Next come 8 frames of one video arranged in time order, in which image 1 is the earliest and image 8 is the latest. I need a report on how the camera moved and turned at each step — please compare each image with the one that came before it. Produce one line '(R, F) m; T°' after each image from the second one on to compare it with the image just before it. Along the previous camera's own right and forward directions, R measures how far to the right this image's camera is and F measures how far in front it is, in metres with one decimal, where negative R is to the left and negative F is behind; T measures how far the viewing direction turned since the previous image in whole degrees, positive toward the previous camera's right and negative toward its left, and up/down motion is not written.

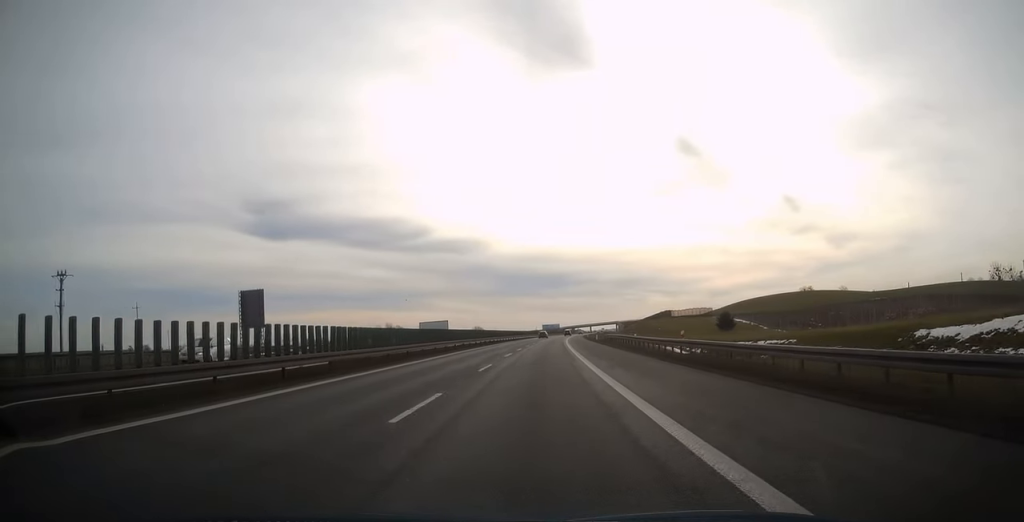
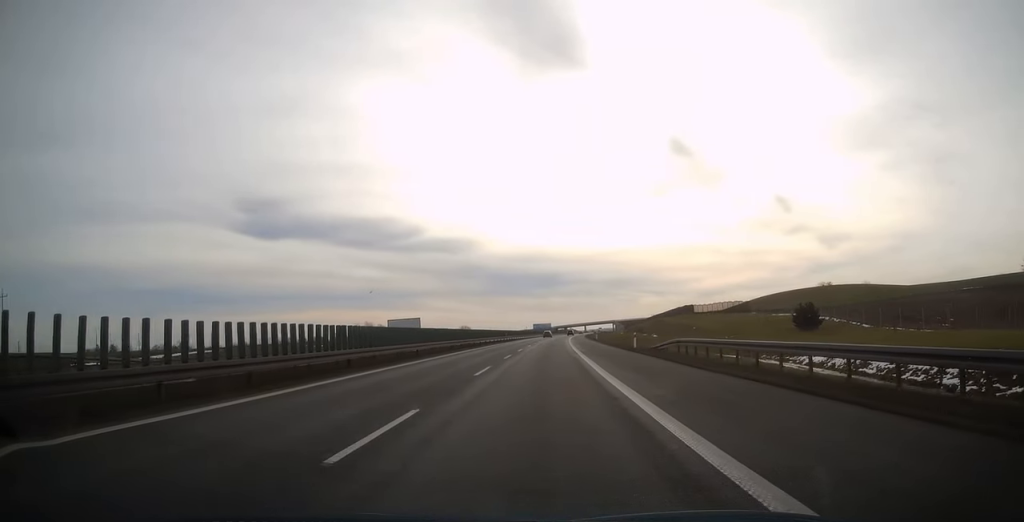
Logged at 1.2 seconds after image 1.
(+0.4, +38.3) m; +1°
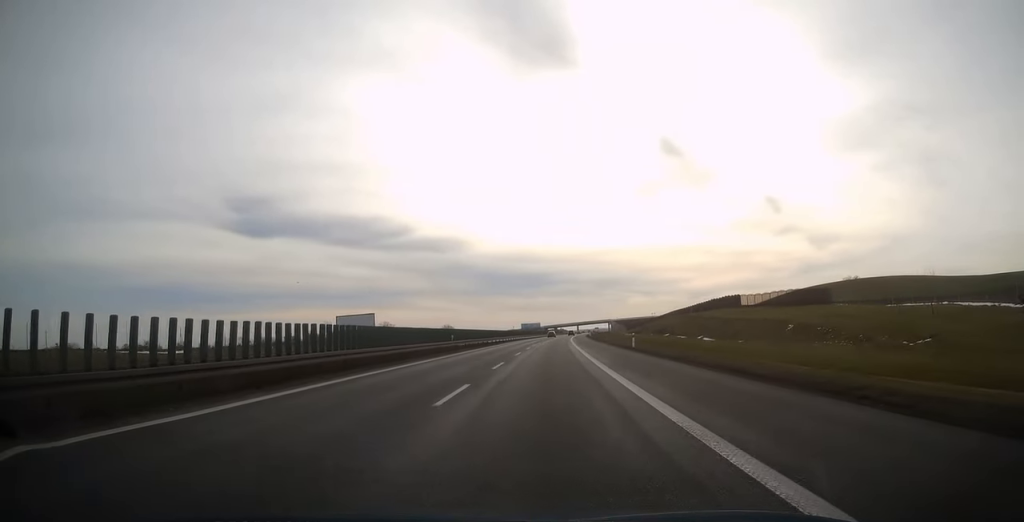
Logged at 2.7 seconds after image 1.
(+0.3, +43.3) m; +1°
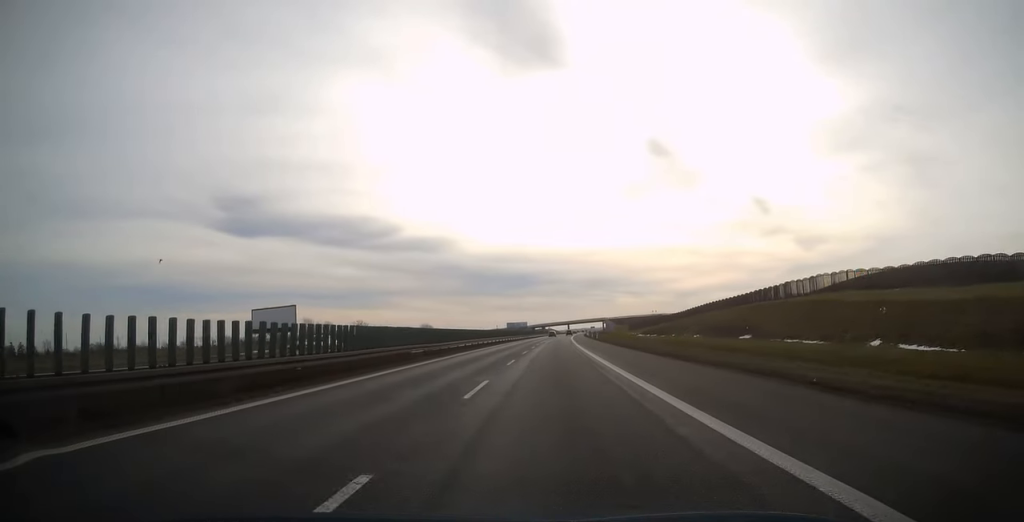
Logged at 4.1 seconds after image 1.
(+0.4, +44.9) m; +1°
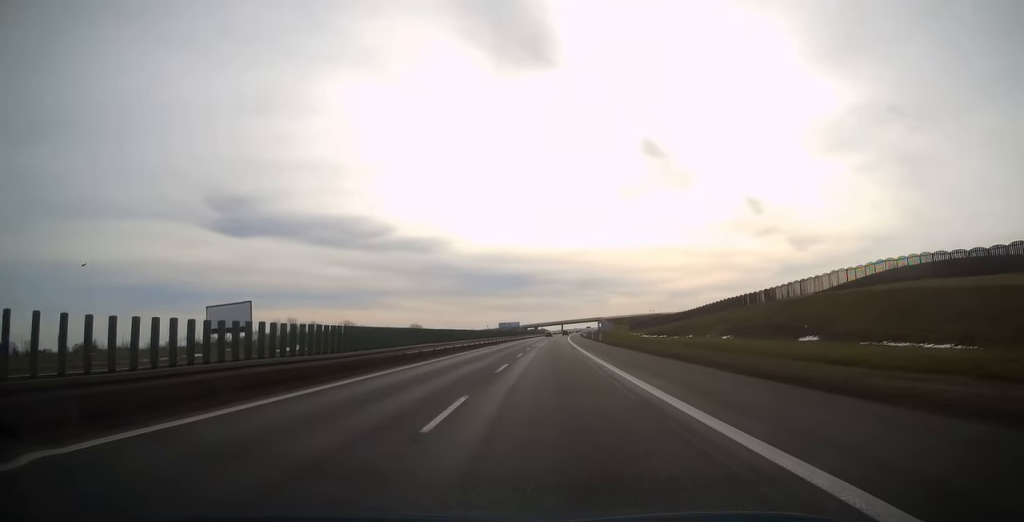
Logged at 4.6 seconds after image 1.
(+0.1, +15.8) m; +1°
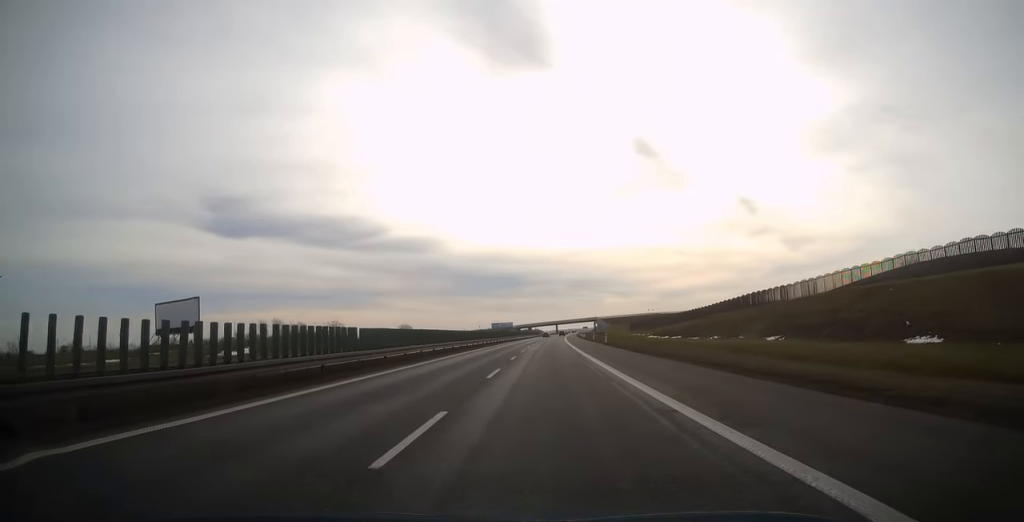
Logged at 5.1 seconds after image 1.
(0.0, +14.8) m; 0°
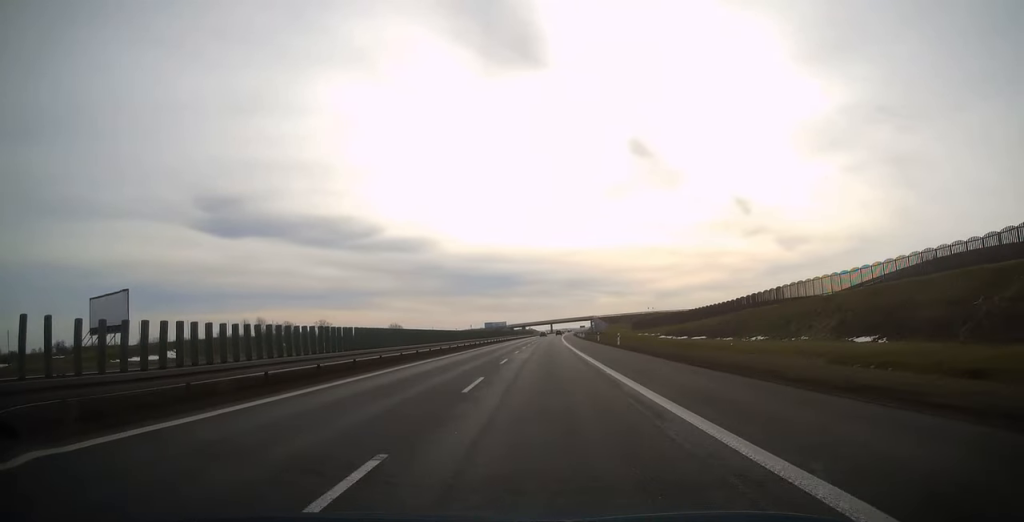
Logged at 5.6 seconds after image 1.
(+0.2, +15.9) m; +1°
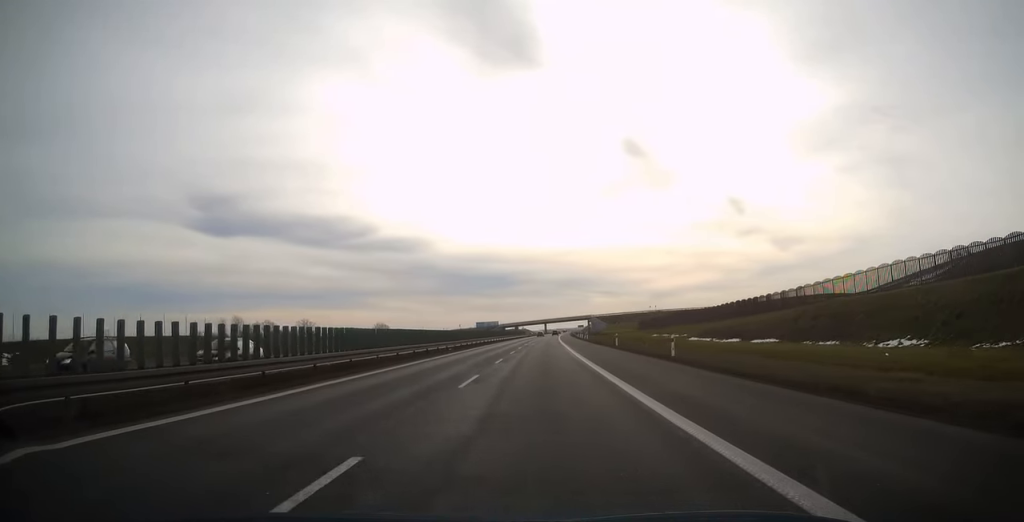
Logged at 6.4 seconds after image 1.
(+0.2, +23.5) m; +1°
